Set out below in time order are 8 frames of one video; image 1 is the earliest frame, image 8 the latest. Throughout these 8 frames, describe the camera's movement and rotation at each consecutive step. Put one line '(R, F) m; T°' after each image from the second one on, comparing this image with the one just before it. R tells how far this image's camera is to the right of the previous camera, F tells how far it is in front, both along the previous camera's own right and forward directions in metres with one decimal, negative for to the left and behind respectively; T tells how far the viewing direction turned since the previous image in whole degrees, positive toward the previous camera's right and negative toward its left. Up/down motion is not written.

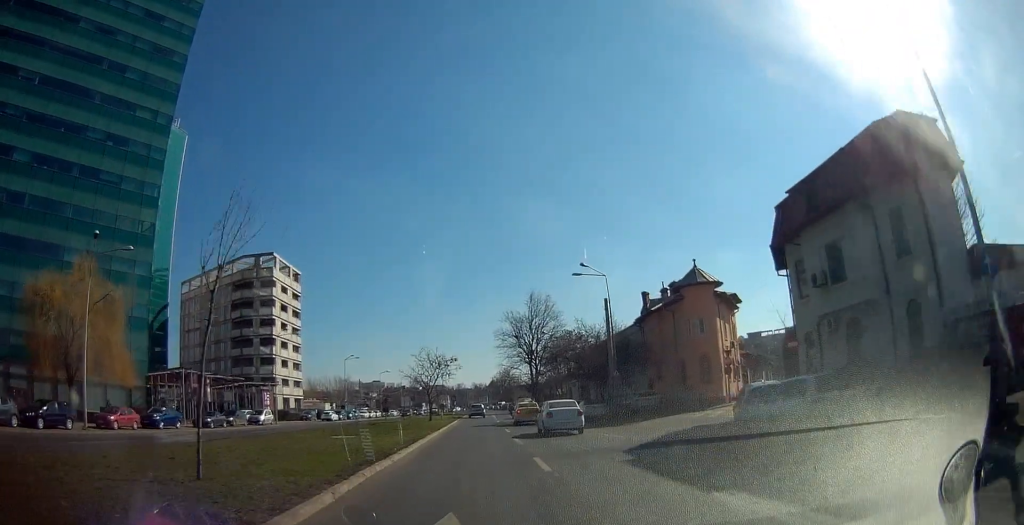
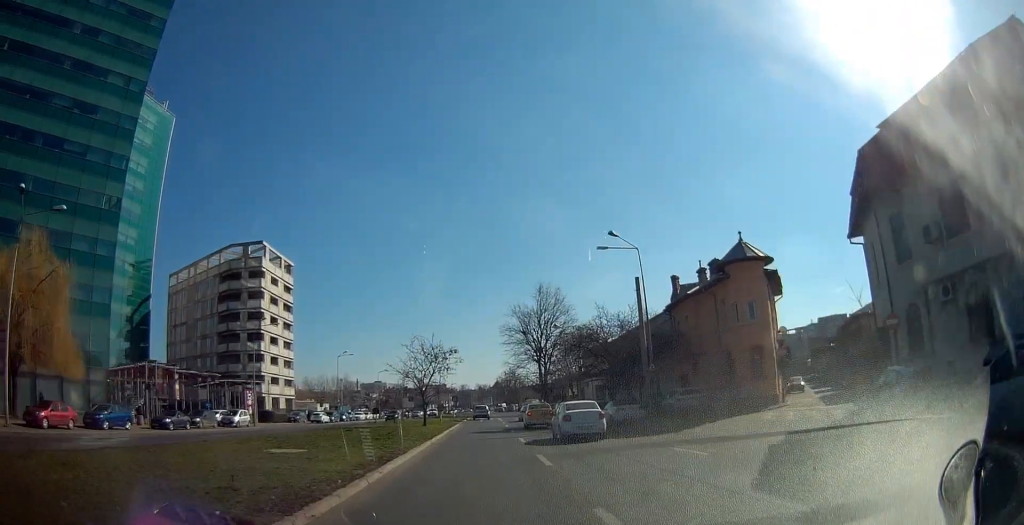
(-0.1, +7.3) m; 0°
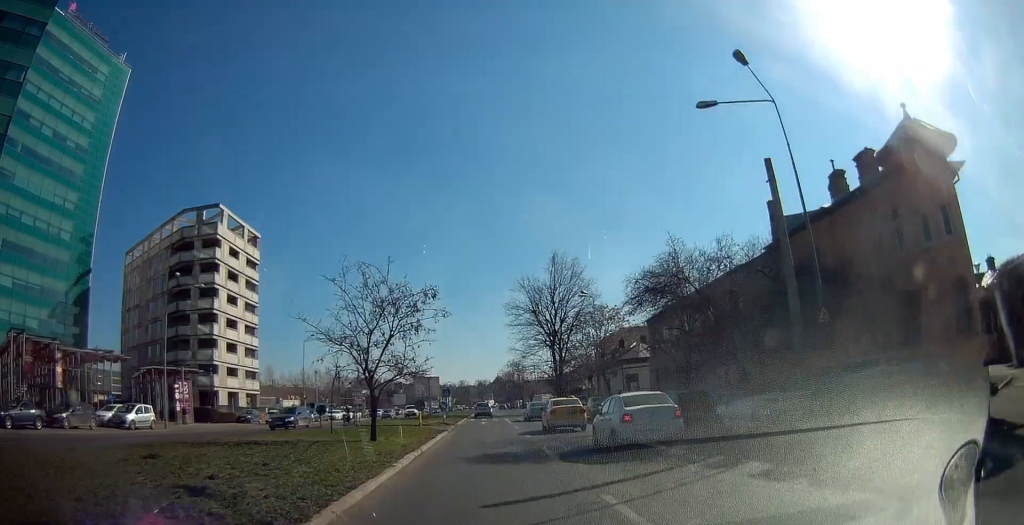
(+0.2, +17.0) m; +1°
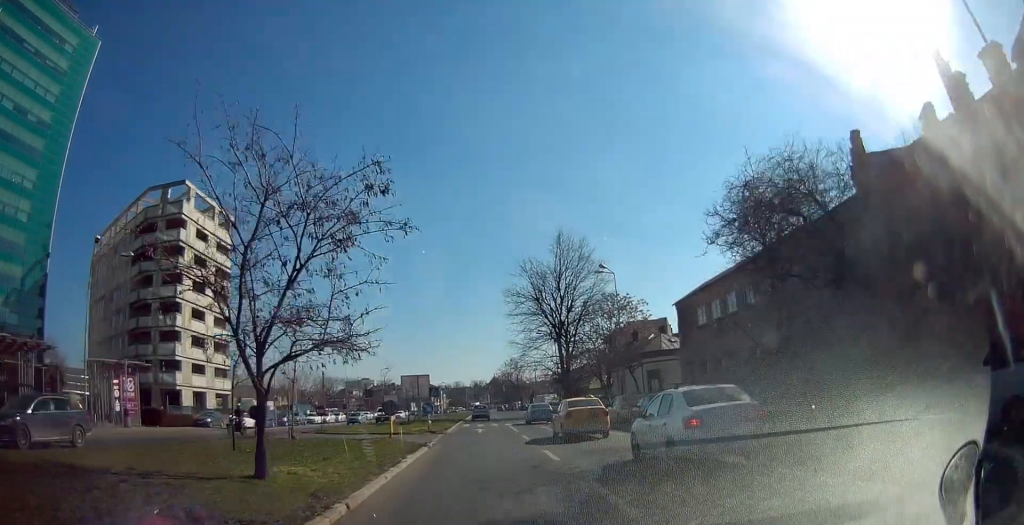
(0.0, +9.1) m; -1°
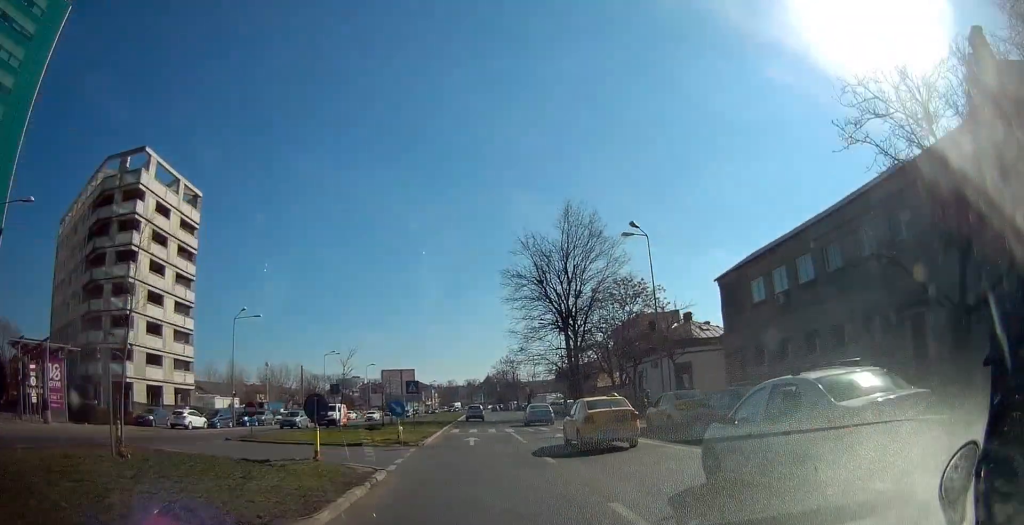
(-0.2, +9.5) m; -1°
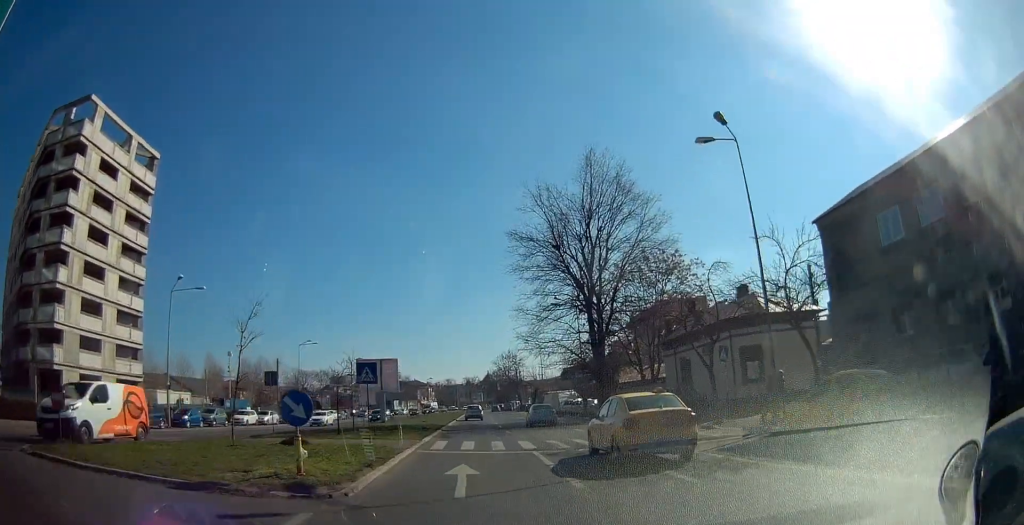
(0.0, +12.1) m; -2°
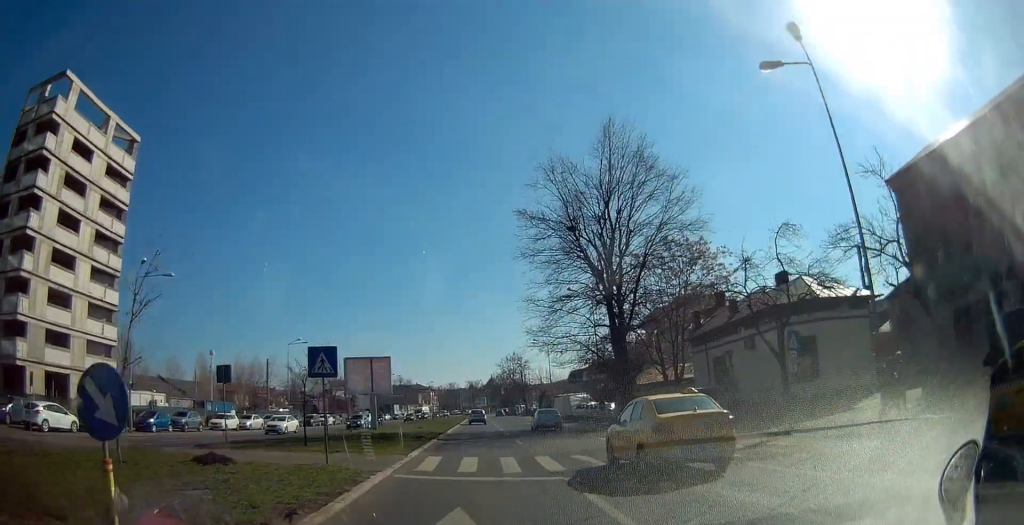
(-0.1, +5.4) m; -1°
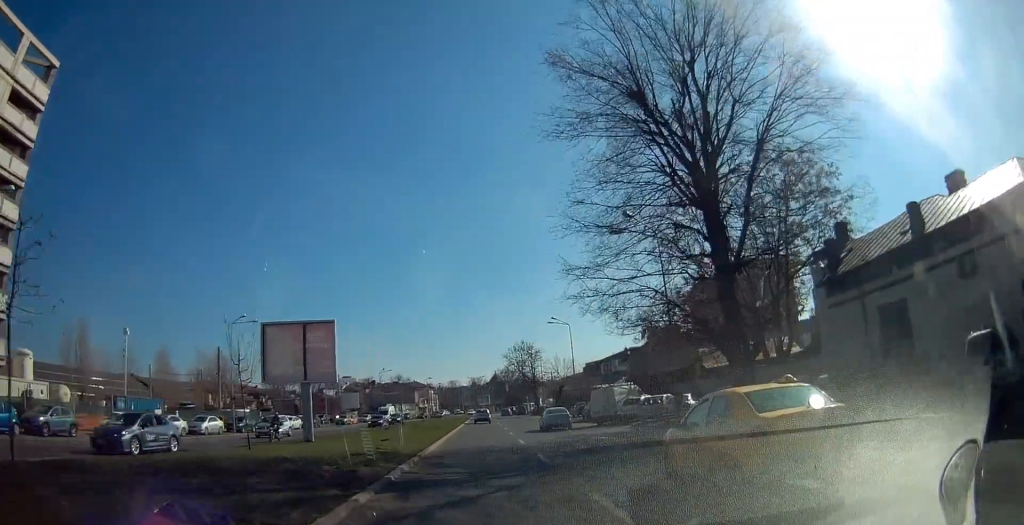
(+0.2, +16.2) m; +2°
